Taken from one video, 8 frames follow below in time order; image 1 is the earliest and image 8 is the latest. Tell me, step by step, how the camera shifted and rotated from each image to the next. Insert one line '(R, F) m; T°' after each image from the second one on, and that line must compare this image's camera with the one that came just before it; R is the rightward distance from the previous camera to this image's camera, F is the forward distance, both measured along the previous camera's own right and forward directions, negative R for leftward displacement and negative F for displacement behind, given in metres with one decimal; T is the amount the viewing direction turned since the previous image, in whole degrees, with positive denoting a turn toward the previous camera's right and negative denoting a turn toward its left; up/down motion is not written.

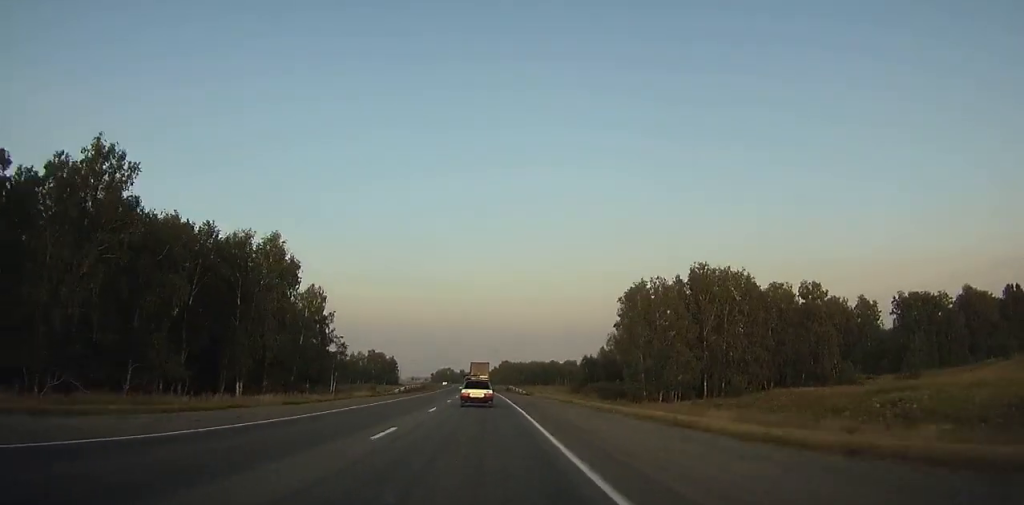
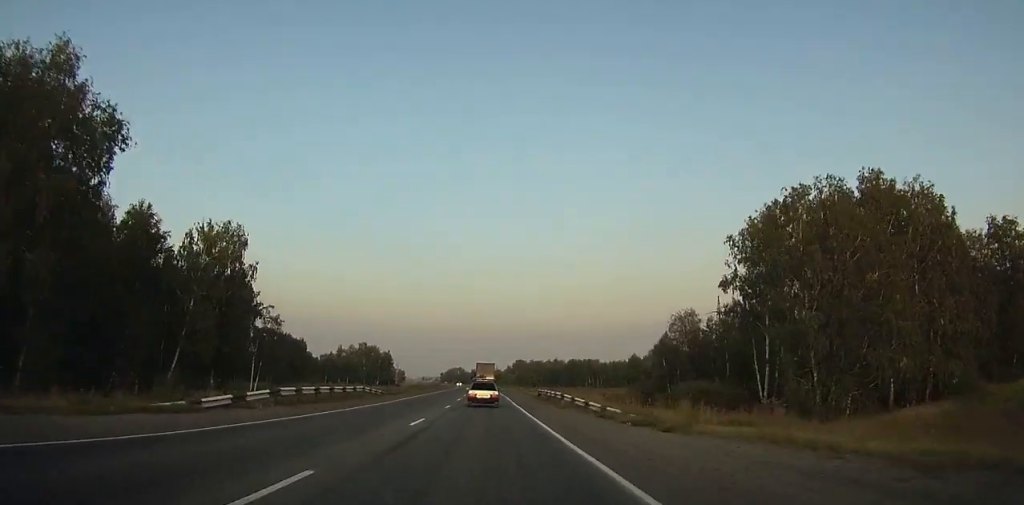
(-0.6, +43.1) m; -1°
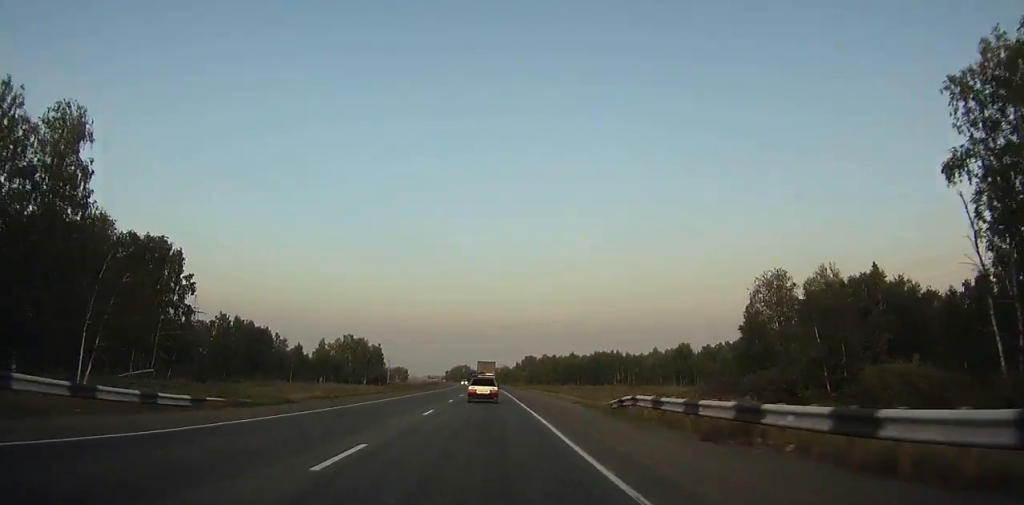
(-0.2, +32.3) m; -1°
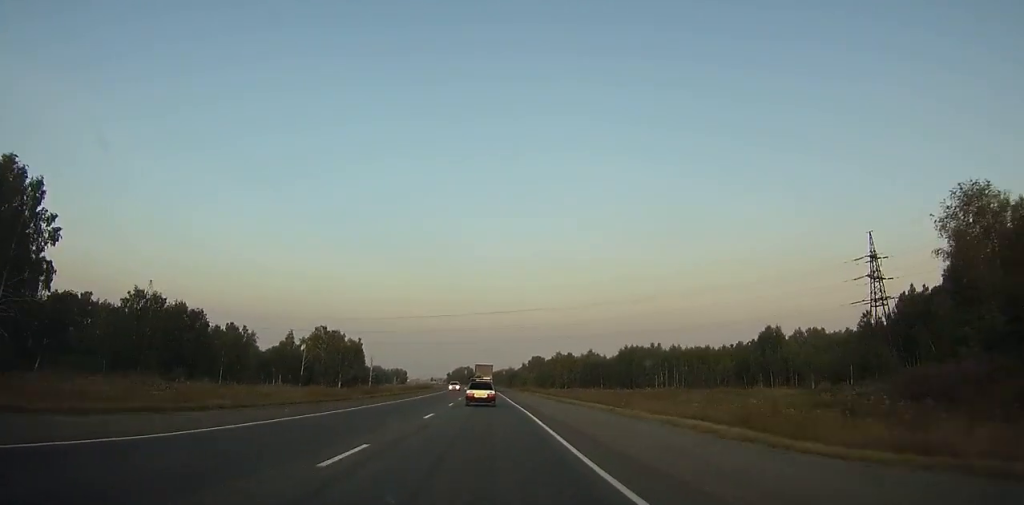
(-0.3, +34.8) m; -1°
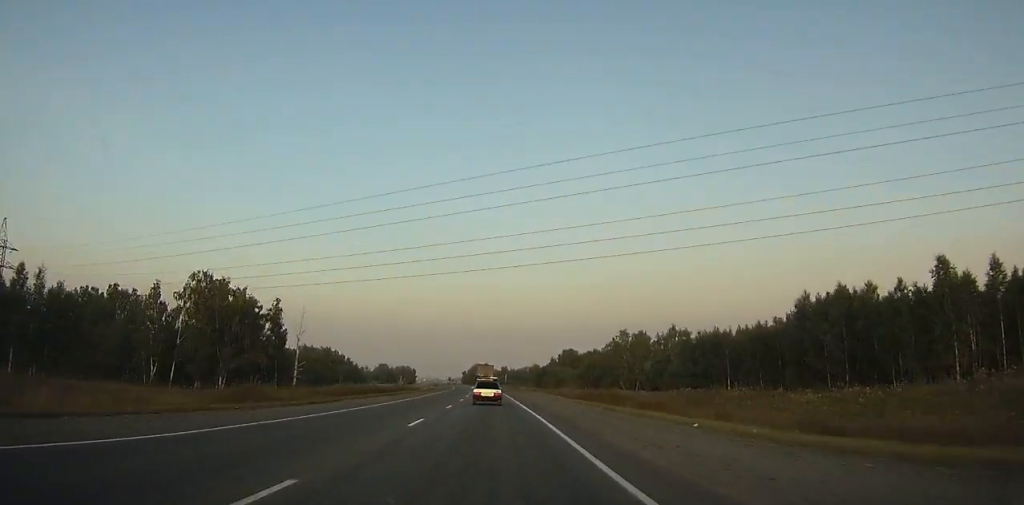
(-0.8, +74.3) m; -1°
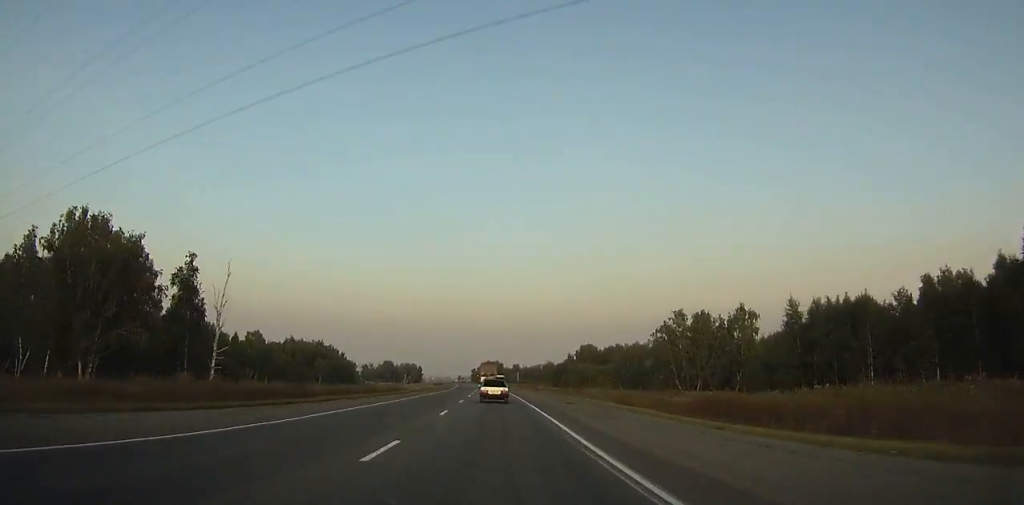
(-0.3, +31.6) m; -1°
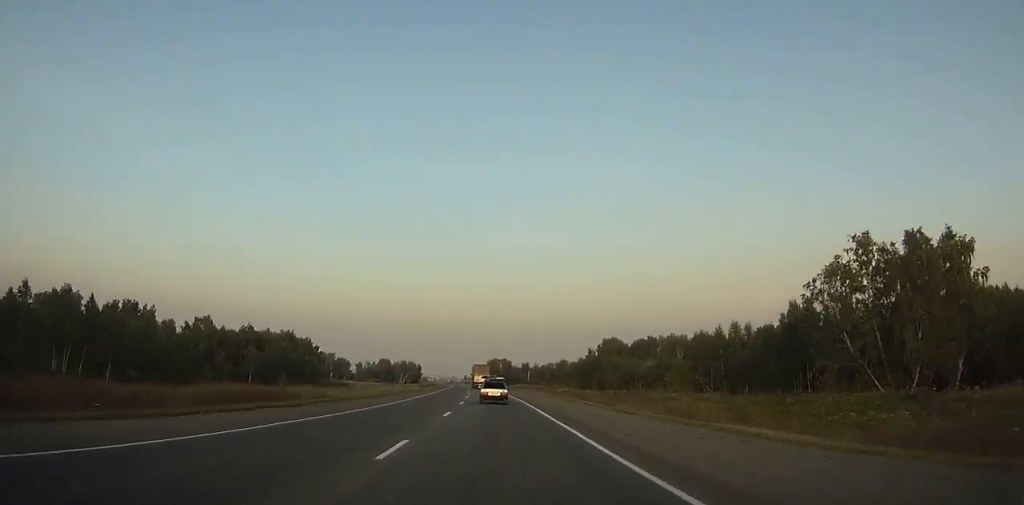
(-0.4, +47.4) m; -1°
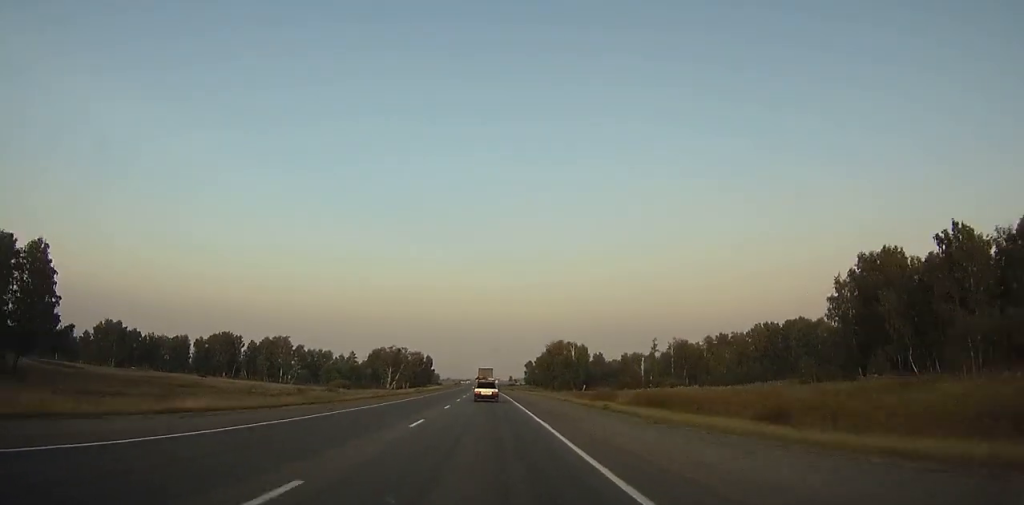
(-6.5, +174.5) m; -5°
